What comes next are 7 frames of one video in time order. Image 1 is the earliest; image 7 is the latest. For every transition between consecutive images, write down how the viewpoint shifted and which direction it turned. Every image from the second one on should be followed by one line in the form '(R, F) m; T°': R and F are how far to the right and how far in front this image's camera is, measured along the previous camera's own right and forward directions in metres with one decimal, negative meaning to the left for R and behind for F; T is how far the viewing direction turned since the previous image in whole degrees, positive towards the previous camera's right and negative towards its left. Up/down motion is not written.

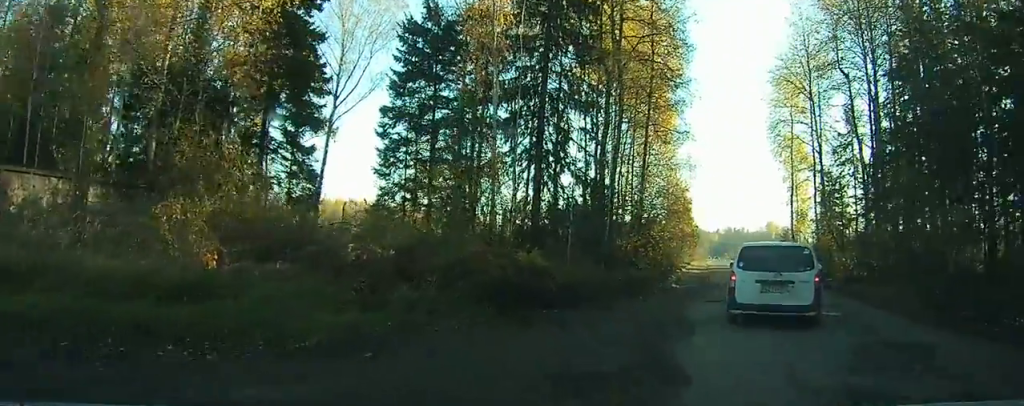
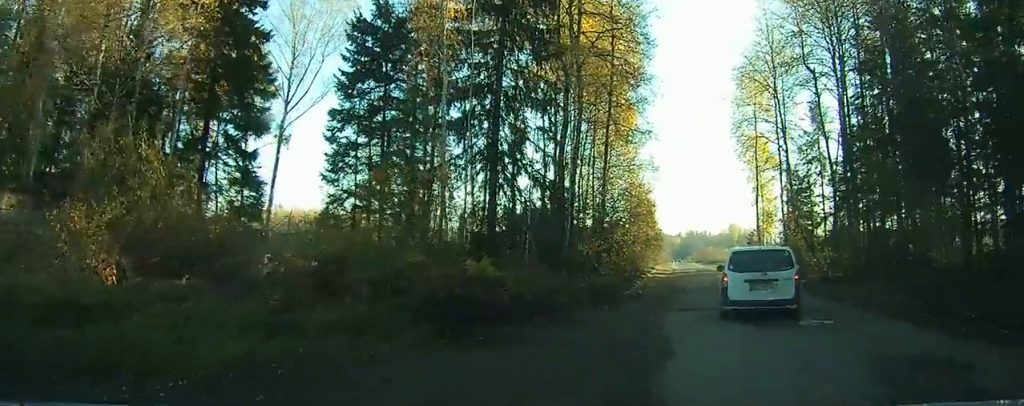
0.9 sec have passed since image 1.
(-0.2, +1.9) m; +6°
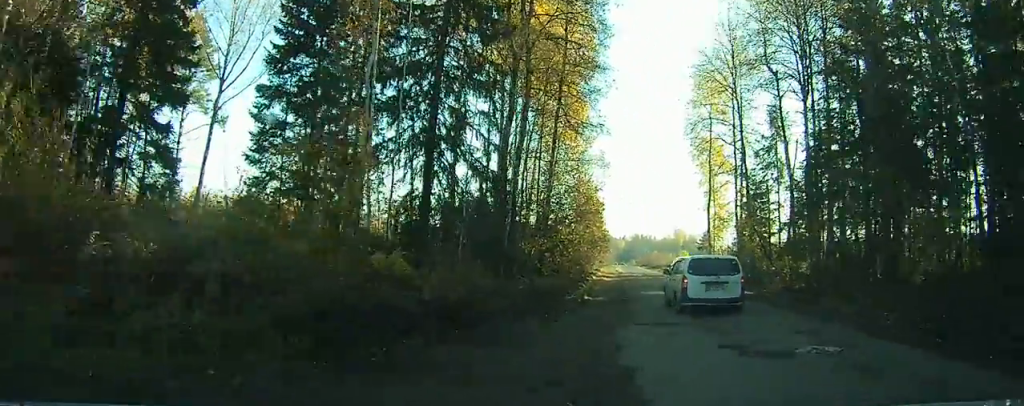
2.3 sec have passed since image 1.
(+0.6, +2.5) m; +17°
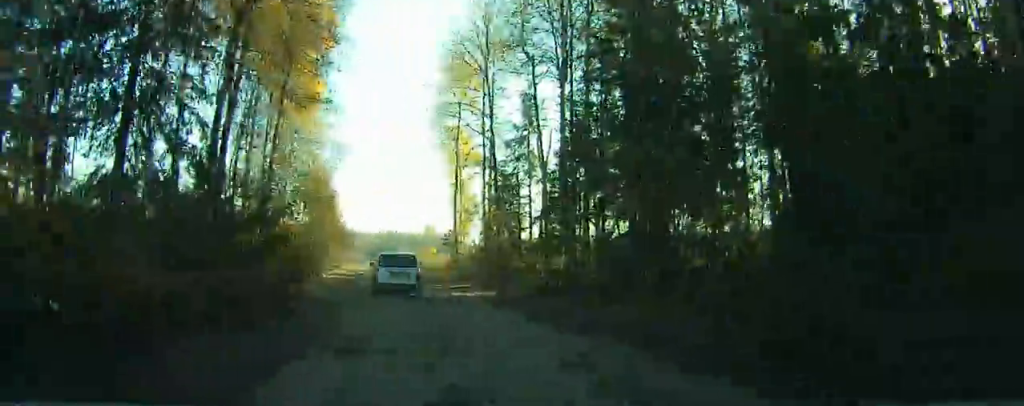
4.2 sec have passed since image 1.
(+0.8, +4.0) m; +10°
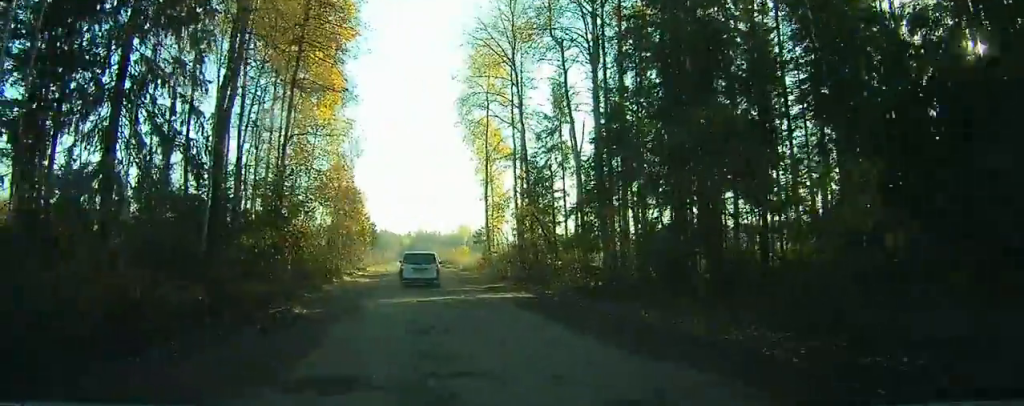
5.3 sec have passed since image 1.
(+0.1, +2.7) m; 0°
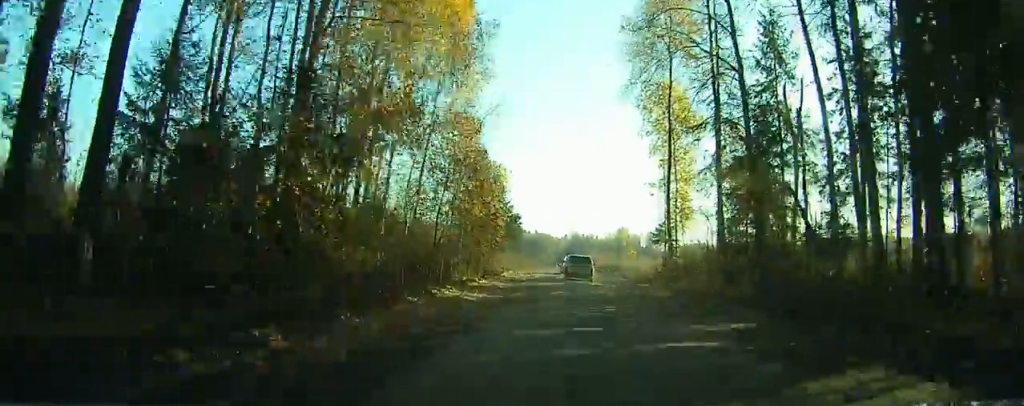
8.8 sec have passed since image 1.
(-1.7, +13.3) m; -19°
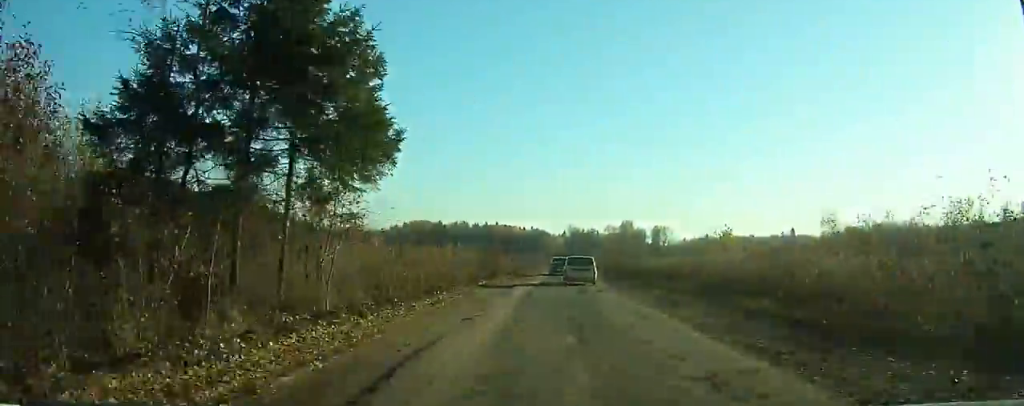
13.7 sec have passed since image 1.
(-2.6, +34.8) m; -2°
